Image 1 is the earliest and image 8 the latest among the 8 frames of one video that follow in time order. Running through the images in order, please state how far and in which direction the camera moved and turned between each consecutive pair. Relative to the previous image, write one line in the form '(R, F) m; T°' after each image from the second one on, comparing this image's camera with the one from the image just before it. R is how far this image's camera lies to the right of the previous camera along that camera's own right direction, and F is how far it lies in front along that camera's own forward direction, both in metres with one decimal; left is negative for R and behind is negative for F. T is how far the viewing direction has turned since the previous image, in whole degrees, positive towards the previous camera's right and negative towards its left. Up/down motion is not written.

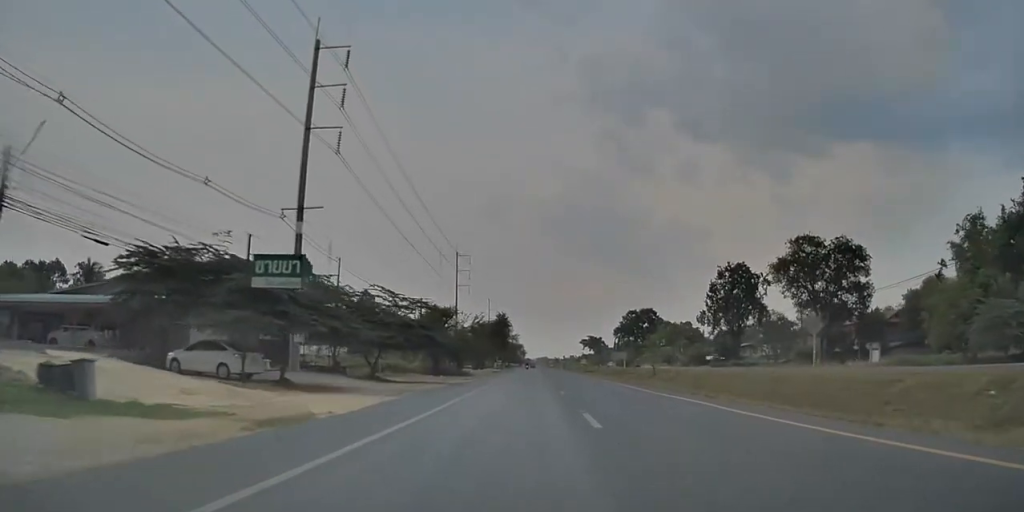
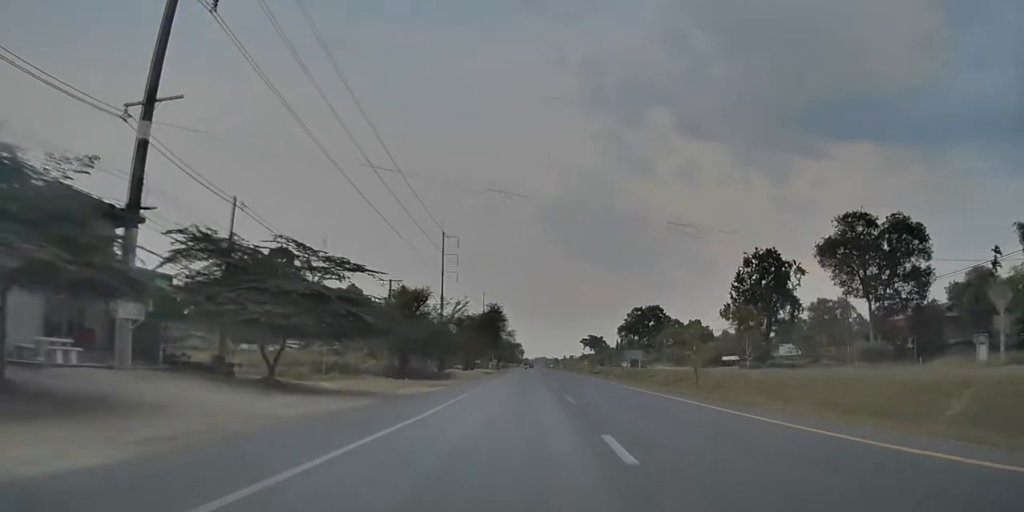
(-0.1, +15.3) m; 0°
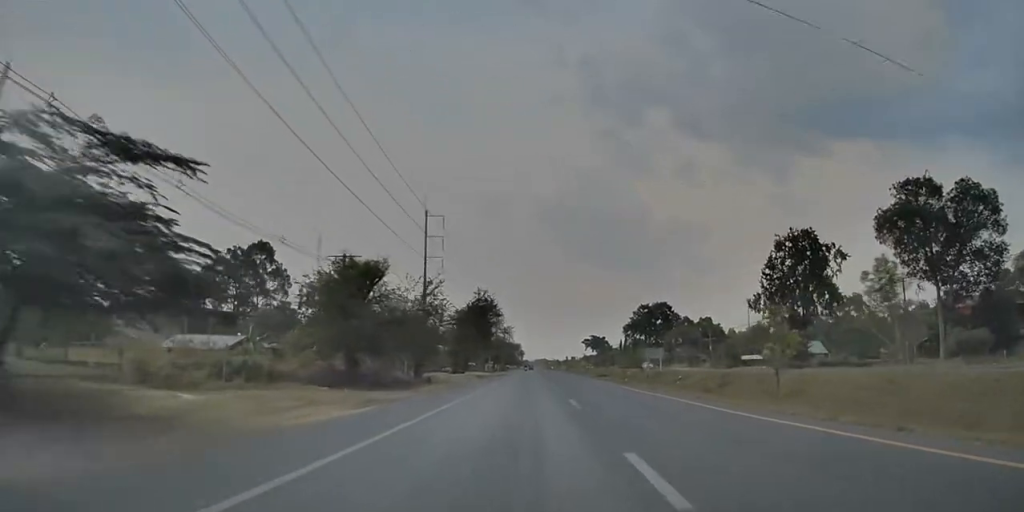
(0.0, +14.1) m; +1°
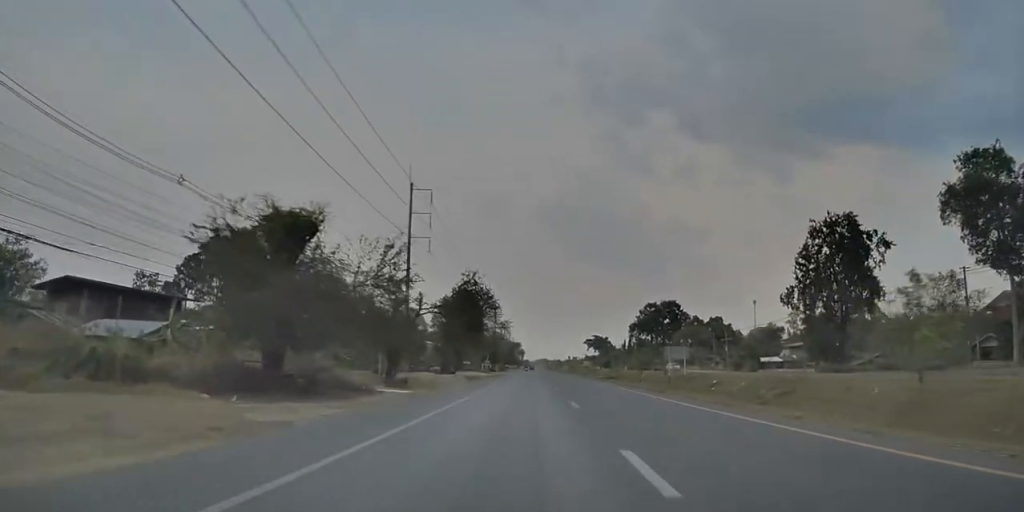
(+0.2, +11.3) m; 0°
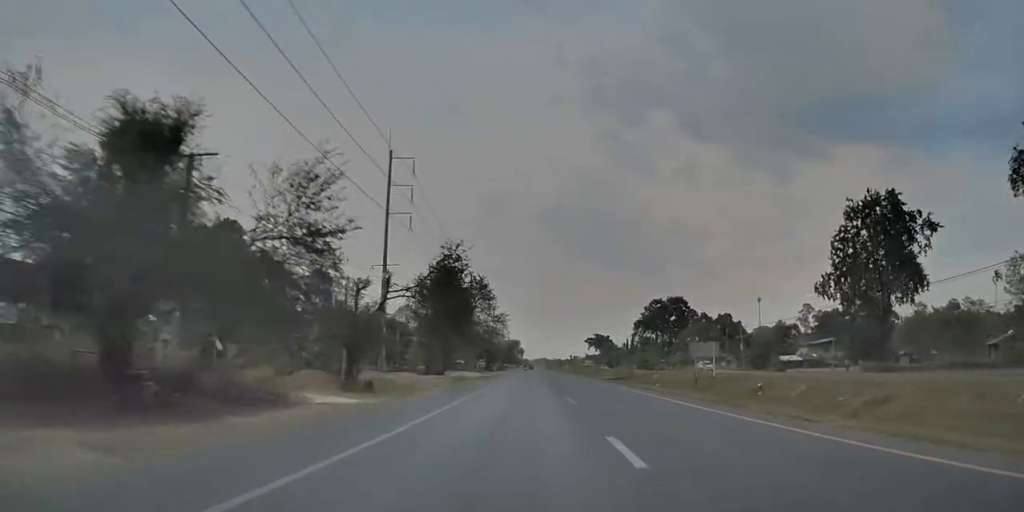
(-0.1, +10.0) m; 0°
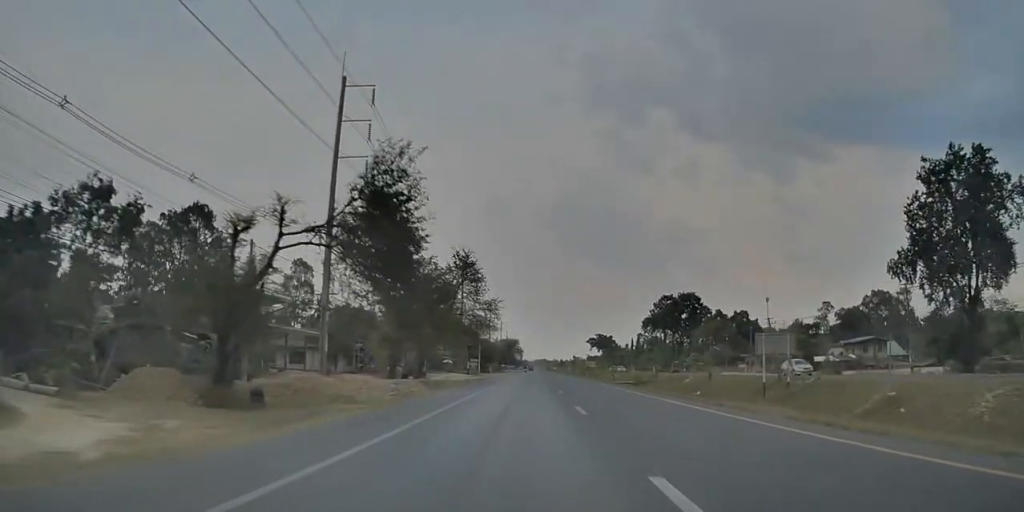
(-0.1, +16.2) m; 0°
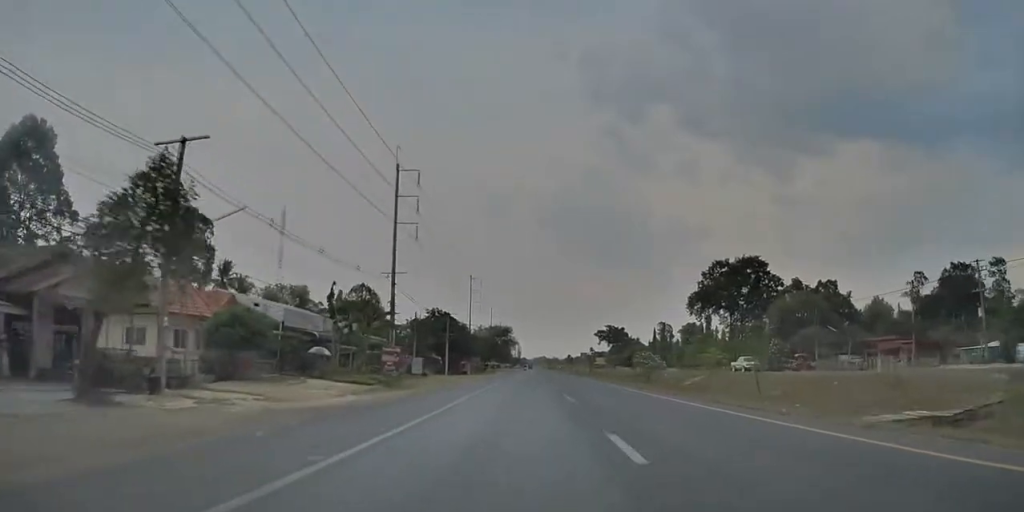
(+0.6, +56.0) m; -1°
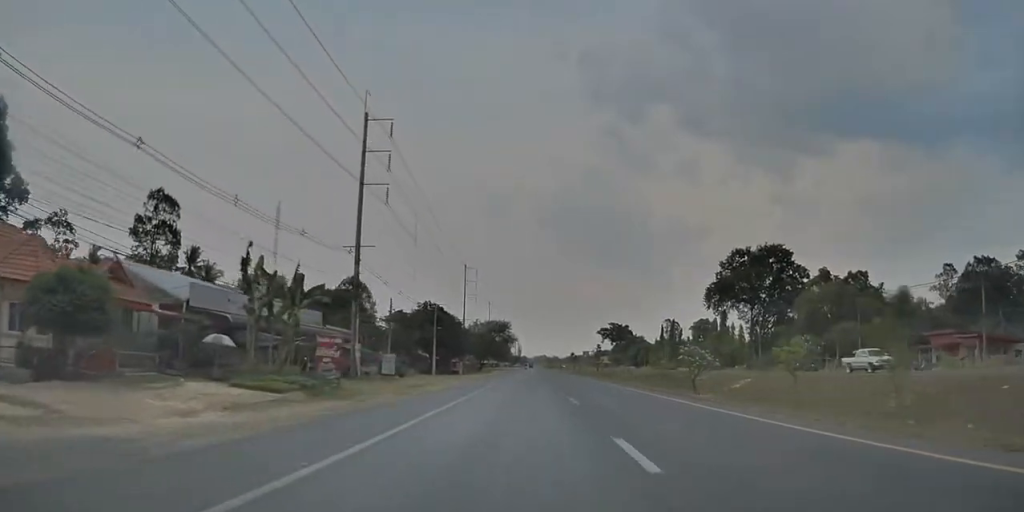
(-0.3, +12.5) m; -1°
